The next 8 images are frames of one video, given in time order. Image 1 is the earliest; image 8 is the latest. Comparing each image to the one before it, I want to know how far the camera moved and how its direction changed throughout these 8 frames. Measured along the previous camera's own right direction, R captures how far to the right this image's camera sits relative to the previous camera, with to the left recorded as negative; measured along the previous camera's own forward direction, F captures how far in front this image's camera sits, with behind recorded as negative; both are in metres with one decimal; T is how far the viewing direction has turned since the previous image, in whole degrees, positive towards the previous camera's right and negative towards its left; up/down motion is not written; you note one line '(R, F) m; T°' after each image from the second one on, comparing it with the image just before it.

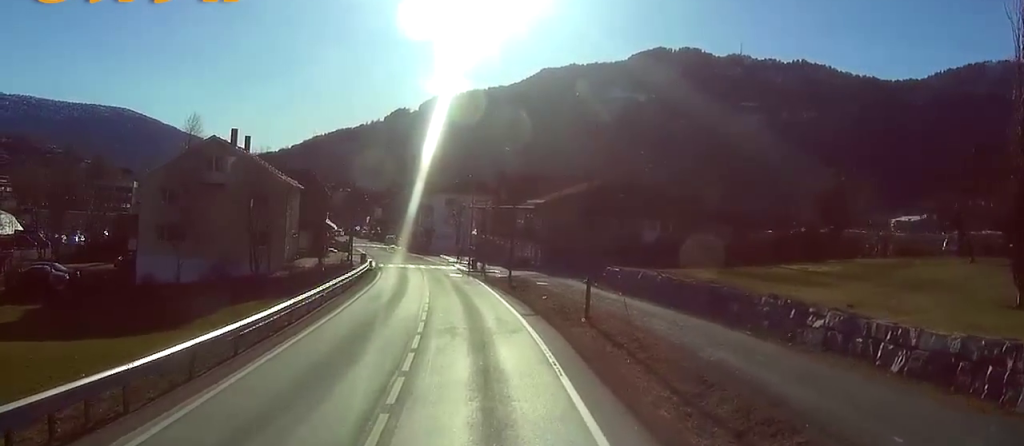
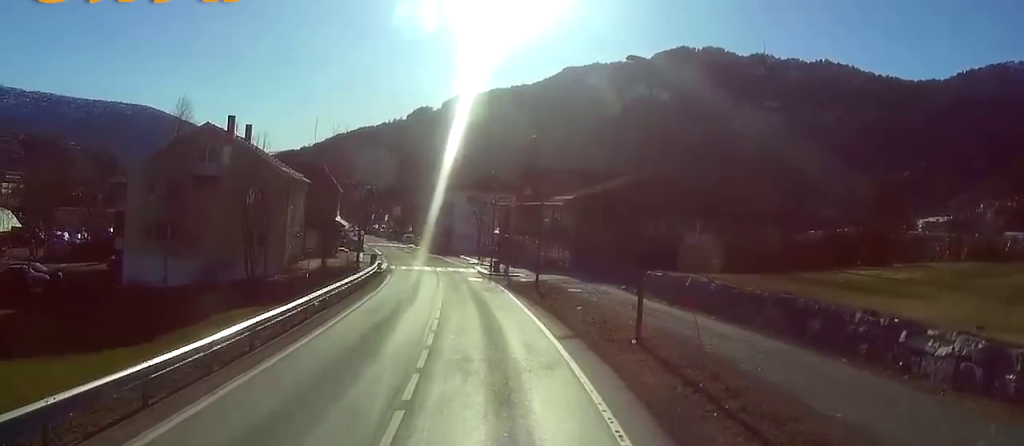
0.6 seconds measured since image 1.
(0.0, +8.2) m; 0°
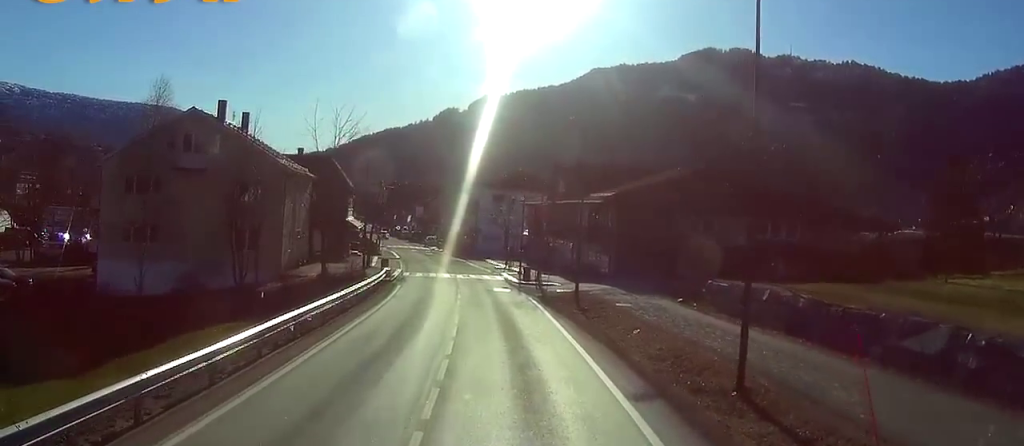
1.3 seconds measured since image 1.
(0.0, +10.0) m; 0°
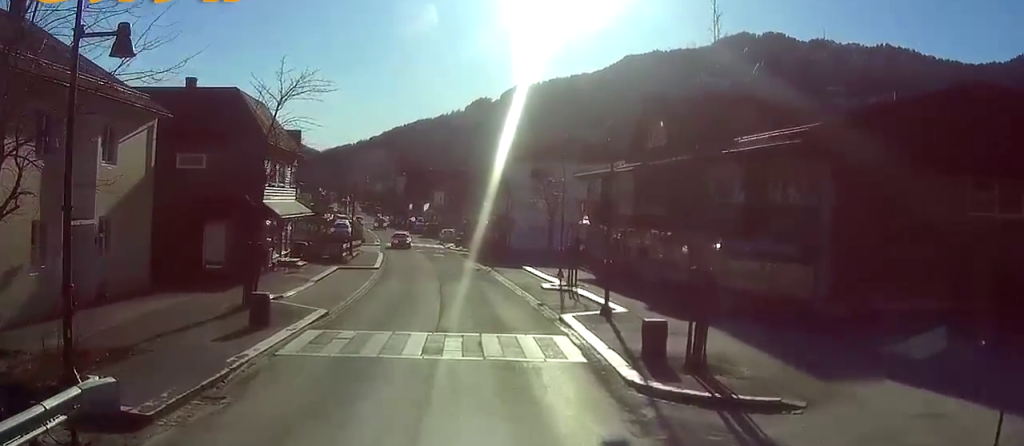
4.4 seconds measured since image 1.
(-2.2, +40.8) m; -6°
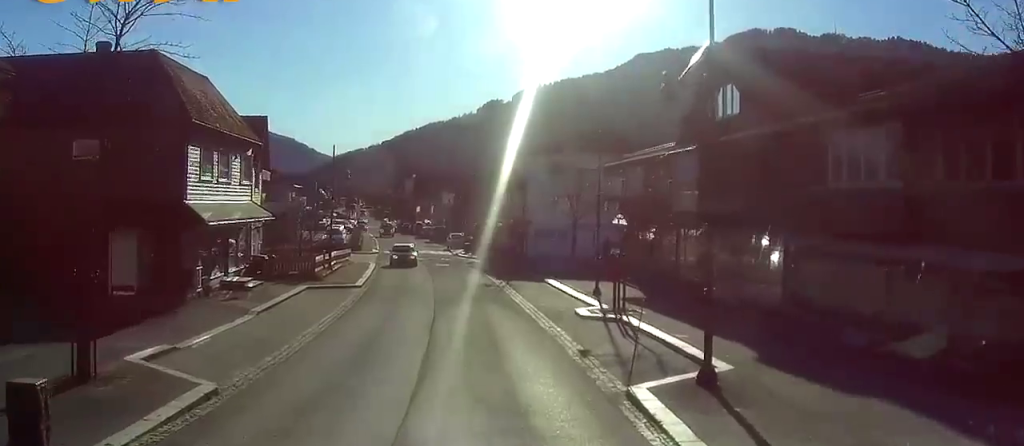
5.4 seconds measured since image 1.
(-0.2, +12.8) m; -2°
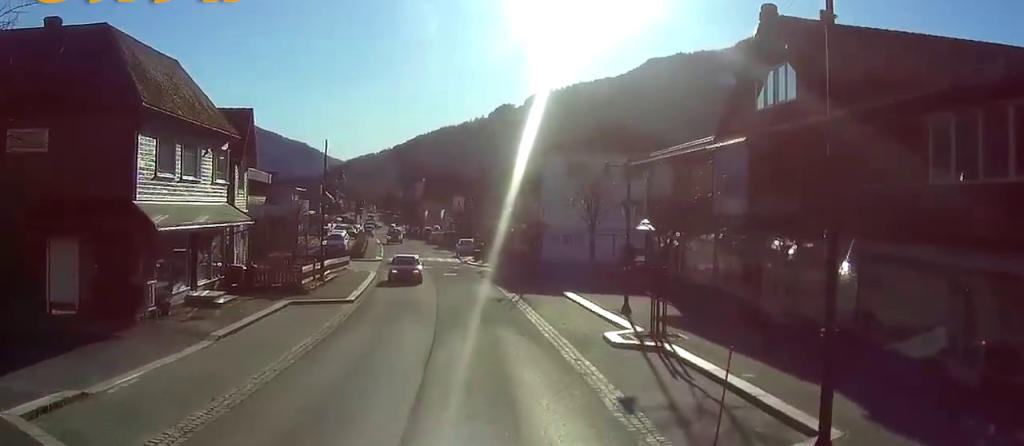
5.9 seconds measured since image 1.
(-0.3, +5.7) m; -1°
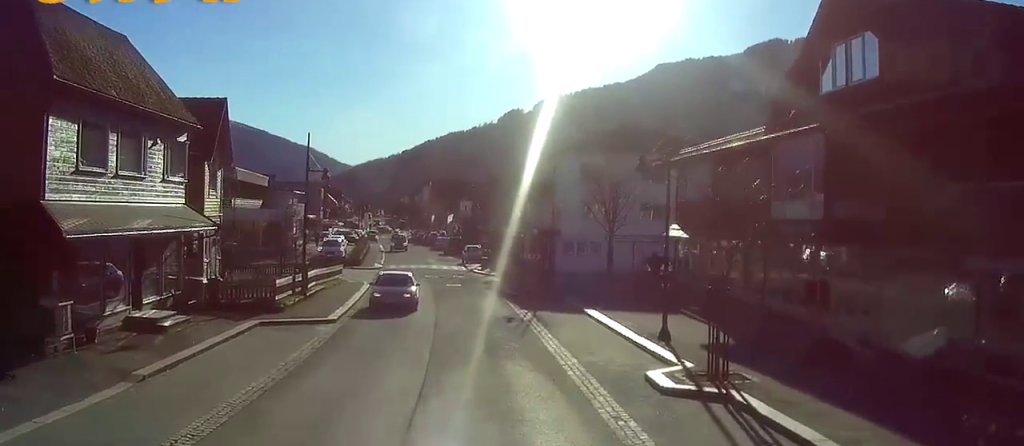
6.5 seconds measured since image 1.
(+0.2, +6.5) m; +1°
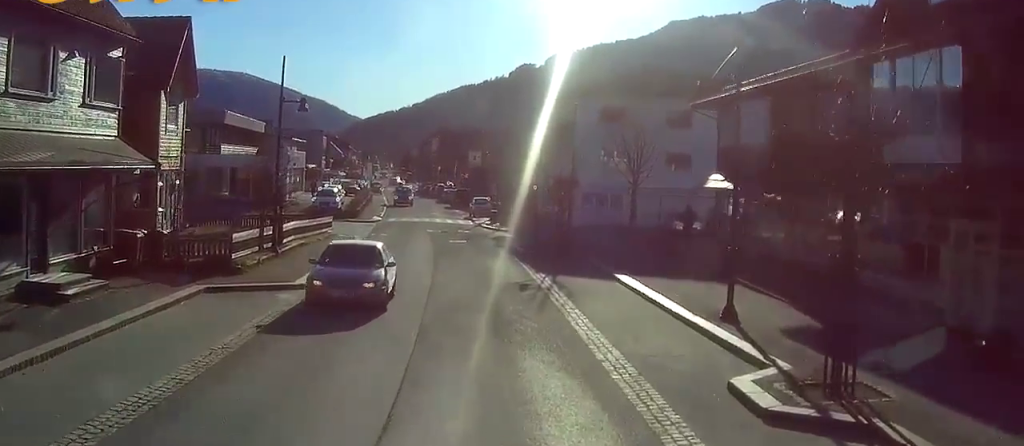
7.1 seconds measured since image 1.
(+0.1, +7.2) m; +1°
